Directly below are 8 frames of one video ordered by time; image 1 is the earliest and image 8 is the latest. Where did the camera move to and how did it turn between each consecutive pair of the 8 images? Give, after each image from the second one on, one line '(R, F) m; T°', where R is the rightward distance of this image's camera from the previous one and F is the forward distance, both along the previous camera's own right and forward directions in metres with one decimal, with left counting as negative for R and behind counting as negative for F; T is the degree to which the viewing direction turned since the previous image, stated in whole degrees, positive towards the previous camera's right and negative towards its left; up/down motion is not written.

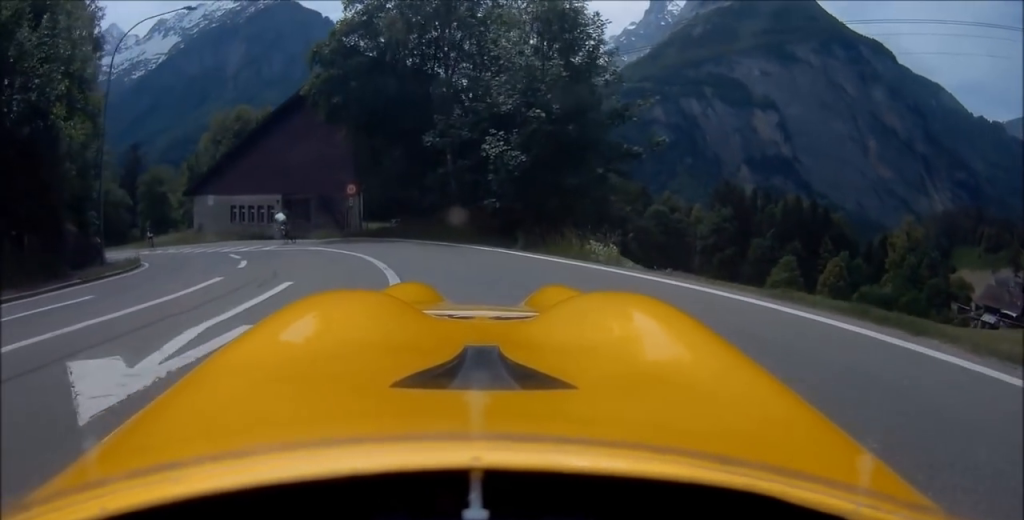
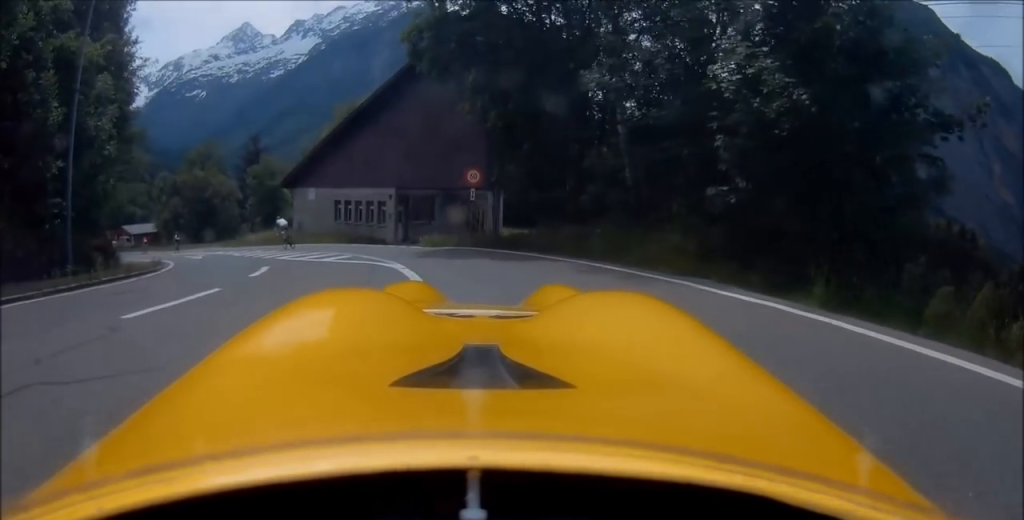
(-0.6, +8.5) m; -9°
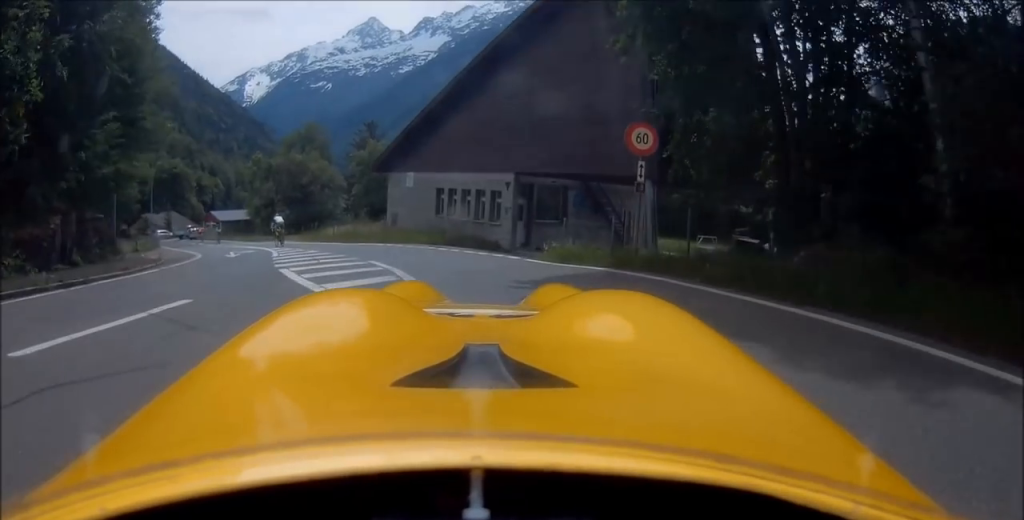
(-0.8, +8.1) m; -13°
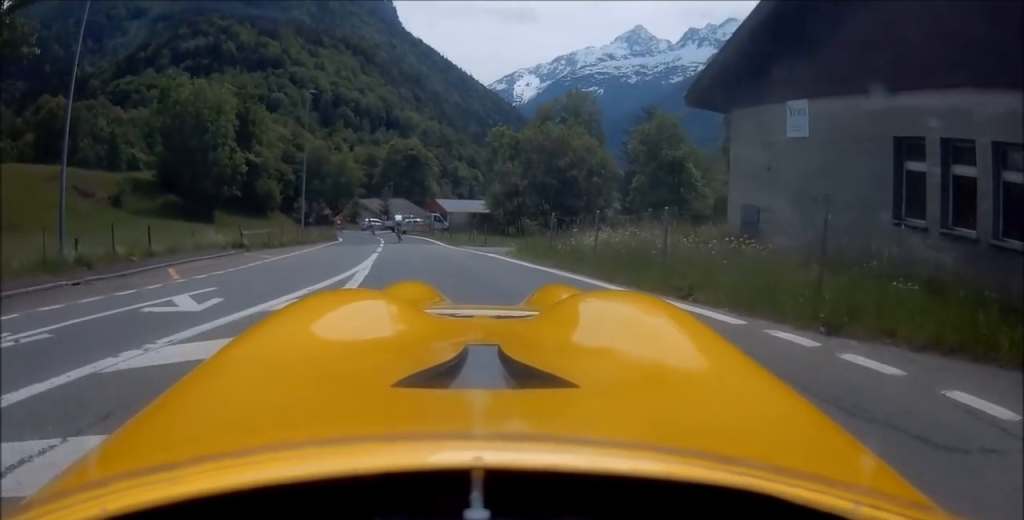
(-4.9, +20.2) m; -22°
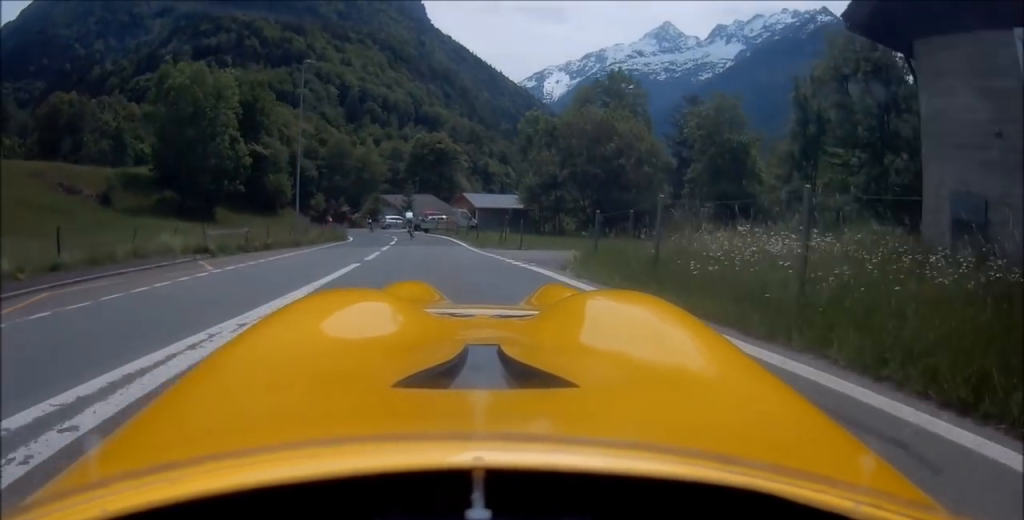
(0.0, +7.0) m; -4°
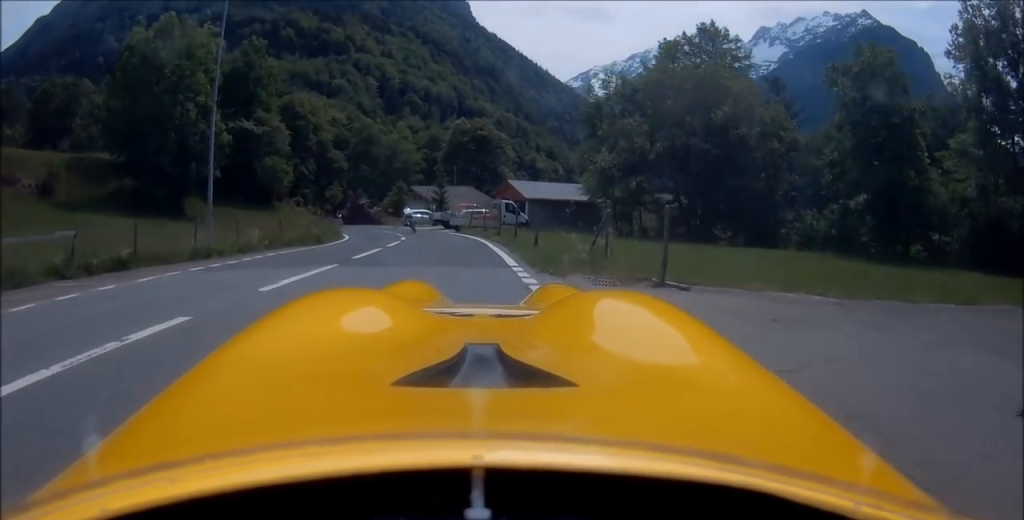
(-1.1, +15.0) m; -7°
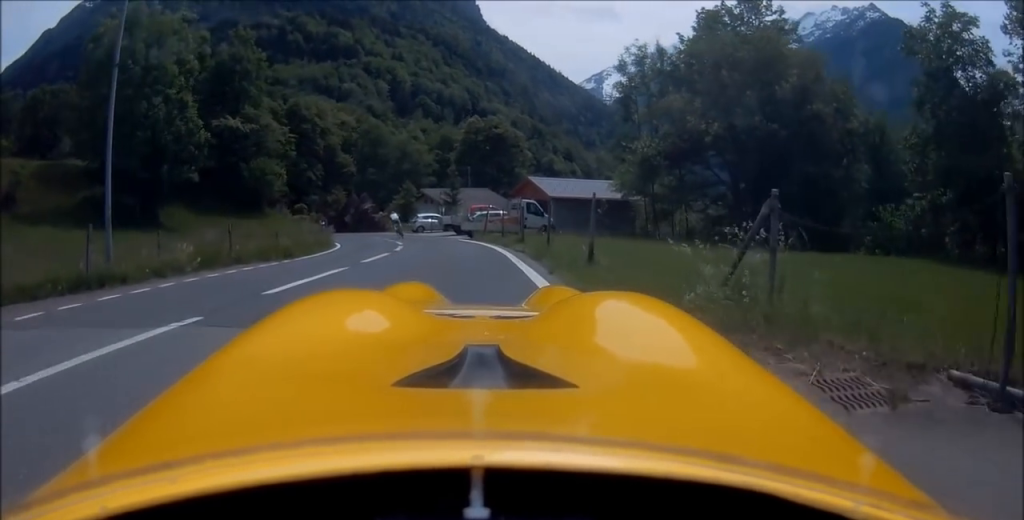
(-0.3, +6.2) m; -2°
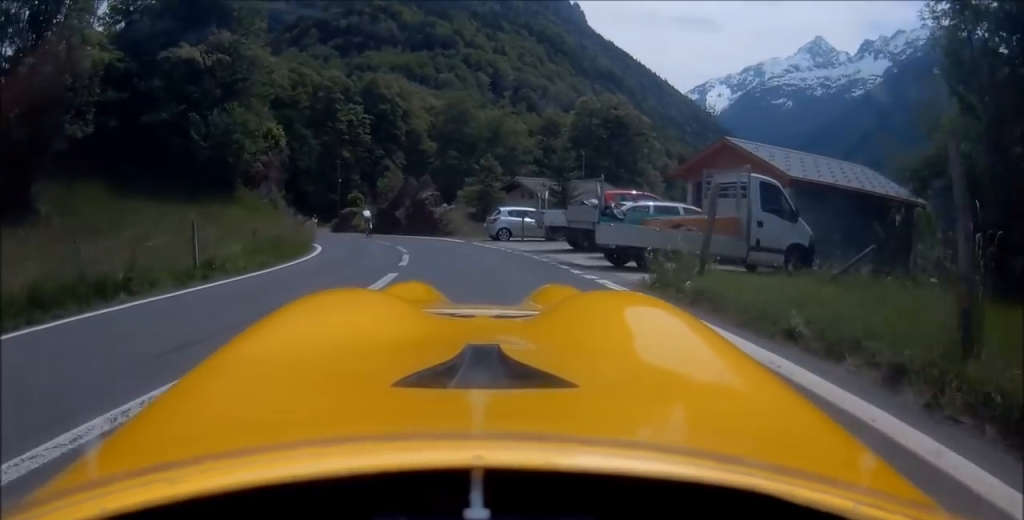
(-1.3, +20.9) m; -13°
